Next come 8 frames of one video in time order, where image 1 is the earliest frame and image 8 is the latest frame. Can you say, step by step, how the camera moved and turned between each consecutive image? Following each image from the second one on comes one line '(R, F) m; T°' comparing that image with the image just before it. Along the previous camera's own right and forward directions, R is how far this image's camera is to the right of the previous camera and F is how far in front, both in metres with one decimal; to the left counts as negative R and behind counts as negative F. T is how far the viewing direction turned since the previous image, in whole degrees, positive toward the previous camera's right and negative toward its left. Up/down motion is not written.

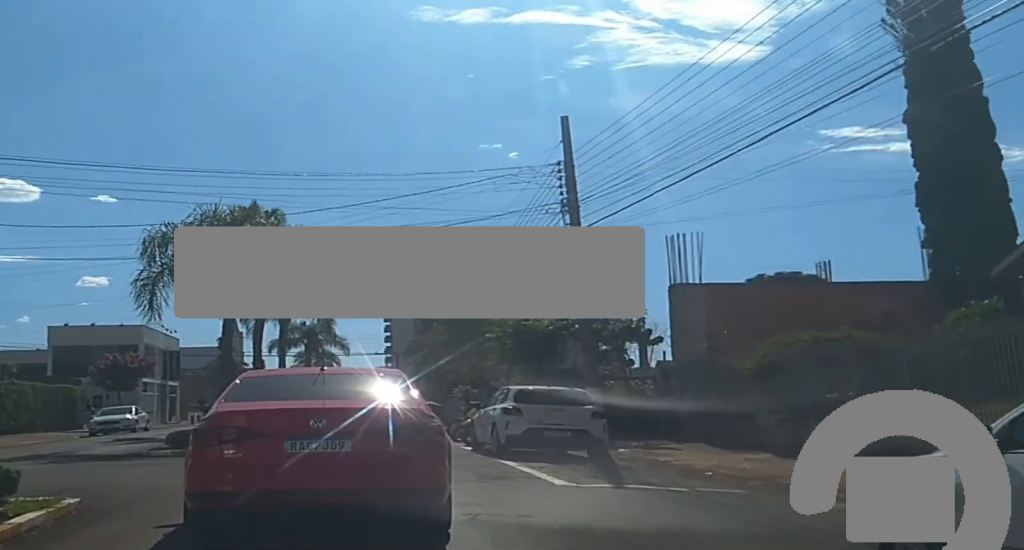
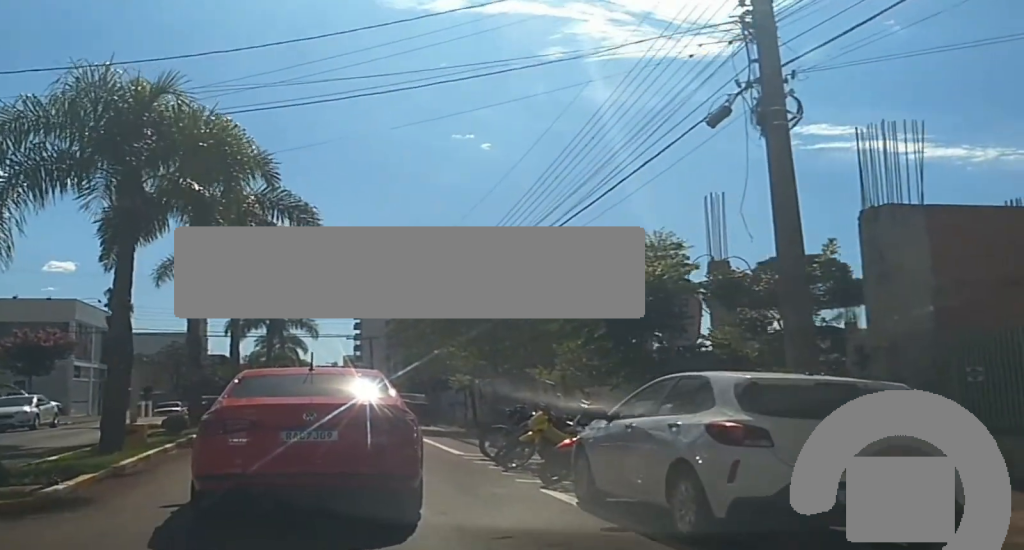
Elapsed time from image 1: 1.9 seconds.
(-0.3, +10.8) m; -3°
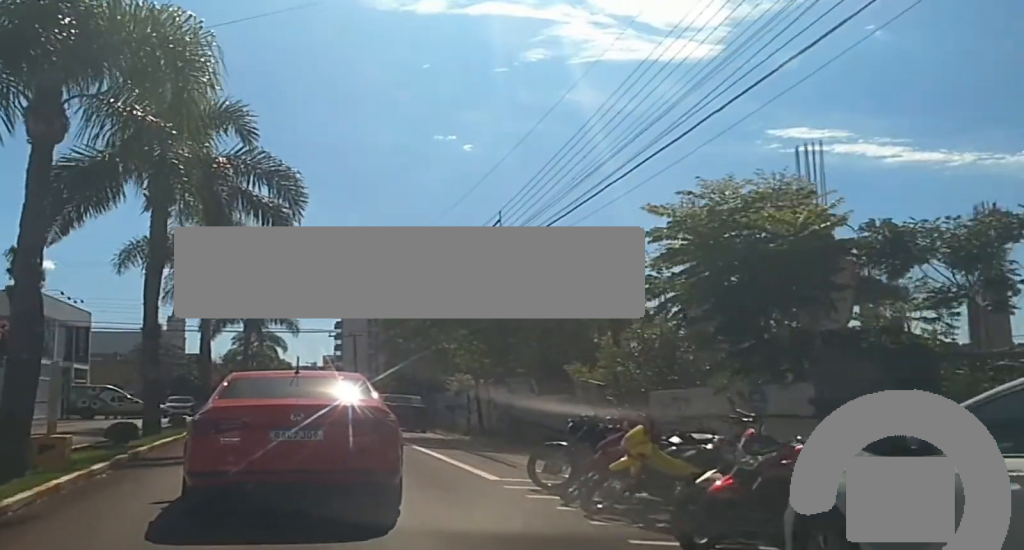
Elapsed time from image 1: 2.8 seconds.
(0.0, +4.6) m; 0°
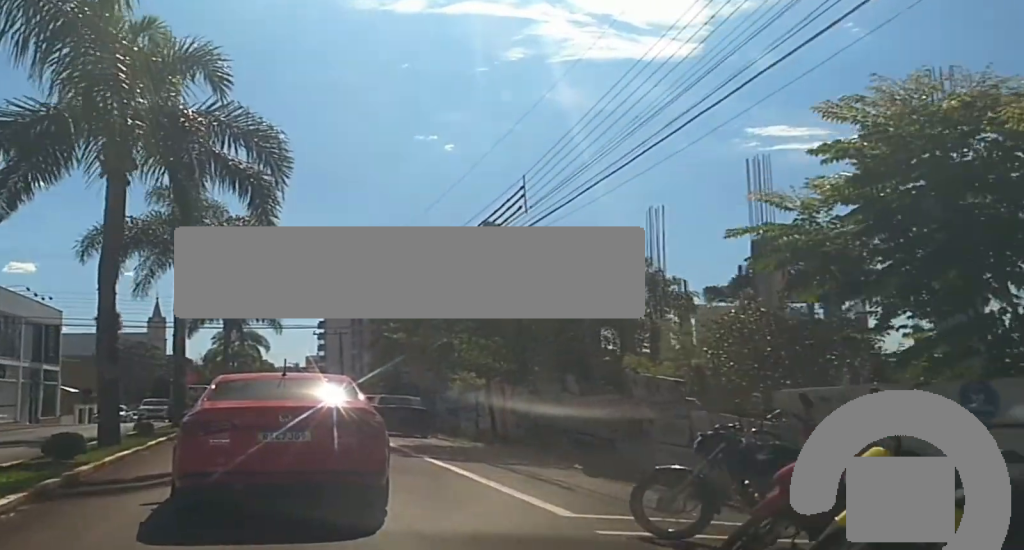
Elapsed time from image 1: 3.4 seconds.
(0.0, +3.7) m; 0°
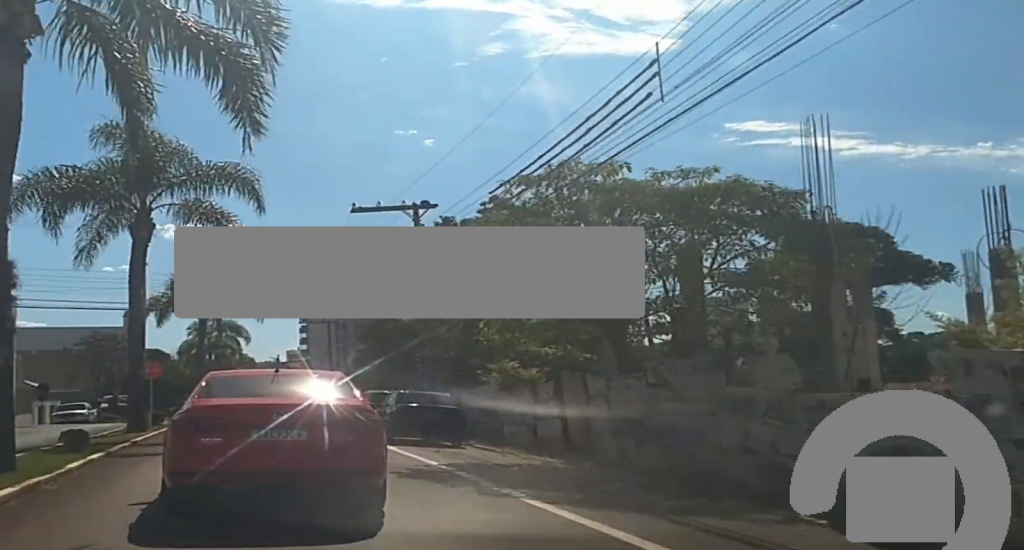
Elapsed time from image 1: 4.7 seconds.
(0.0, +7.0) m; 0°
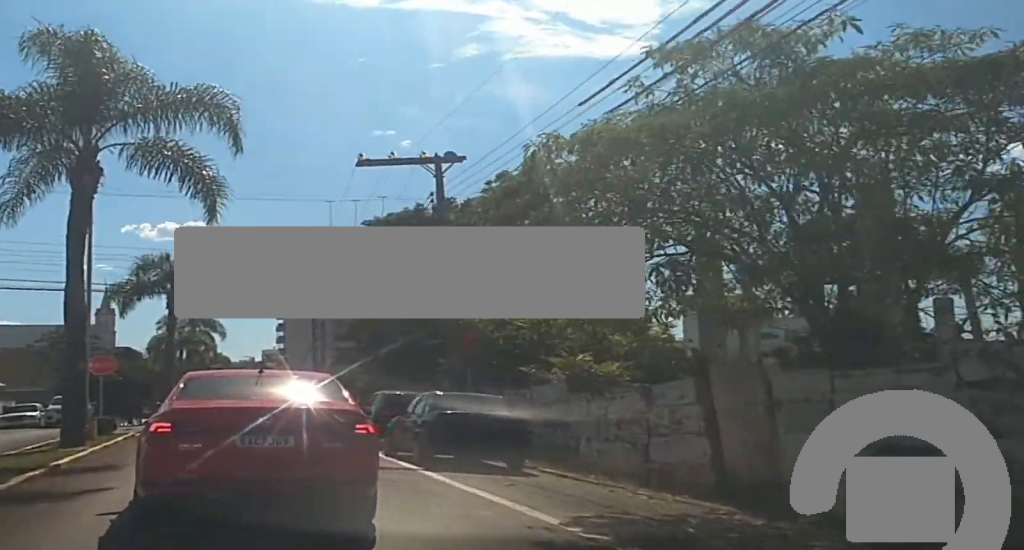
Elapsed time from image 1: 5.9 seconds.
(0.0, +6.4) m; 0°
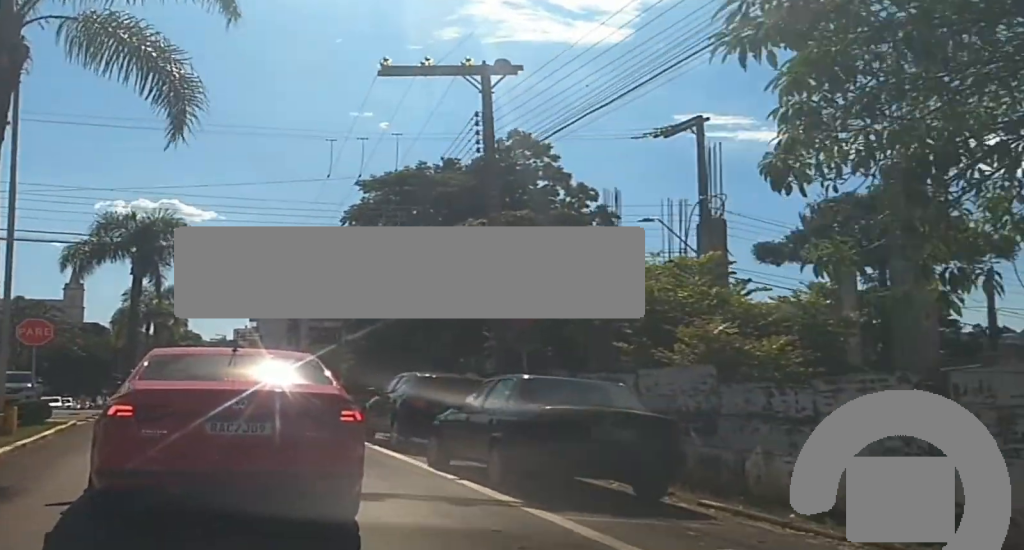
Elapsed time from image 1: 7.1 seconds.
(0.0, +6.4) m; +1°
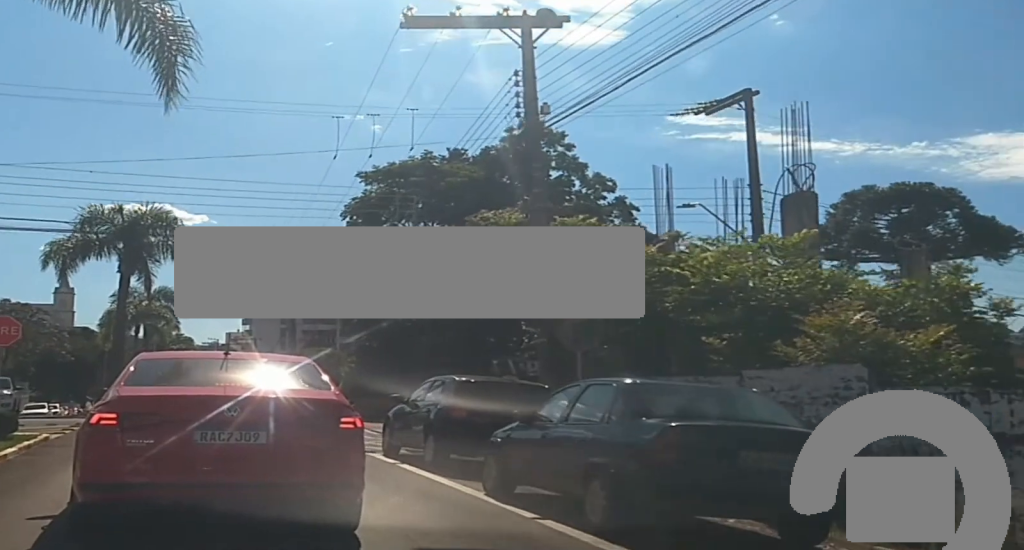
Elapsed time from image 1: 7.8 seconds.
(0.0, +2.8) m; +6°
